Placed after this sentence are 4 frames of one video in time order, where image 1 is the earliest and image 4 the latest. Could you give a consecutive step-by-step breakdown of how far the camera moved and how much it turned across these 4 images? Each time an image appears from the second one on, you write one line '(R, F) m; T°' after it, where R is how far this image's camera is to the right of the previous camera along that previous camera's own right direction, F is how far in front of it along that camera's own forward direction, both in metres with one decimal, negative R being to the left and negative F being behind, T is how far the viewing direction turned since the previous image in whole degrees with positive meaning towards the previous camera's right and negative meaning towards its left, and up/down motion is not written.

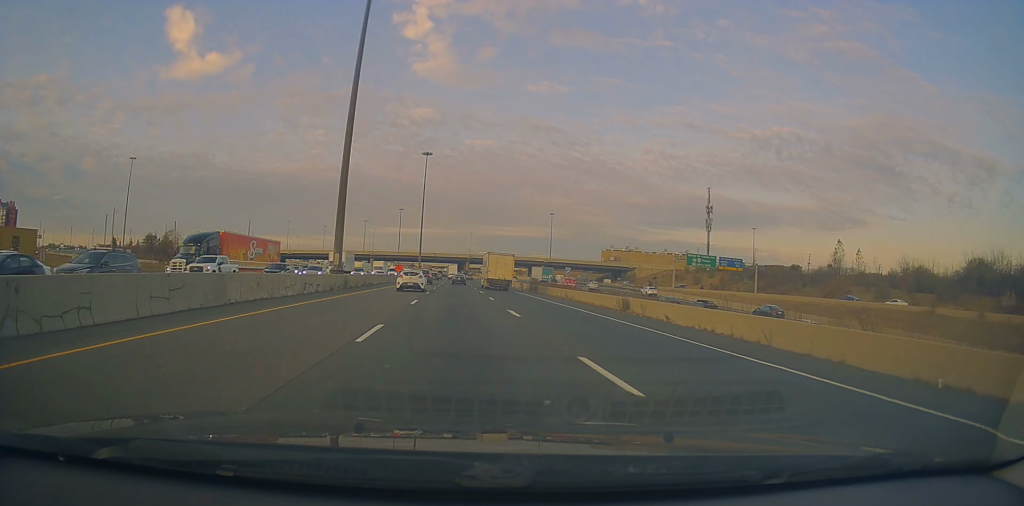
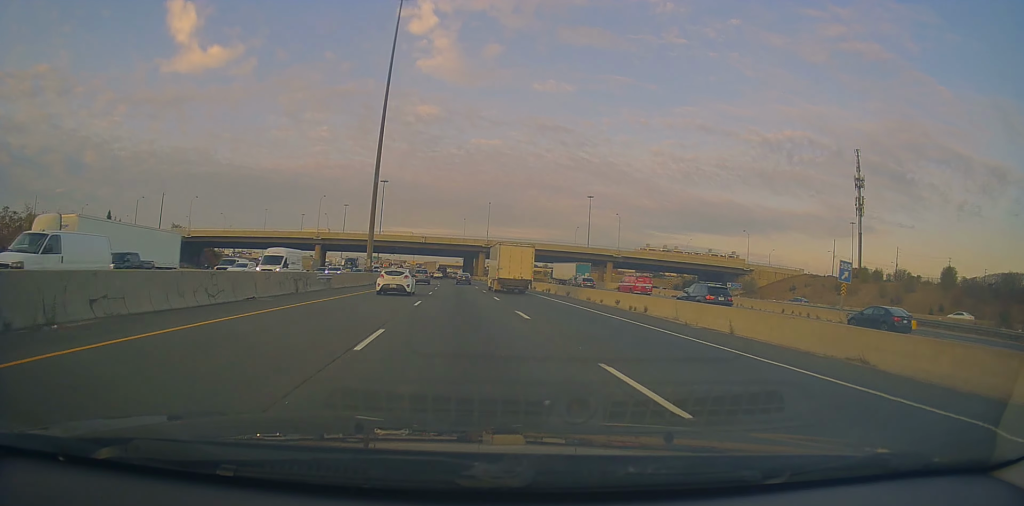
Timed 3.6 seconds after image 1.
(-0.6, +98.9) m; -1°
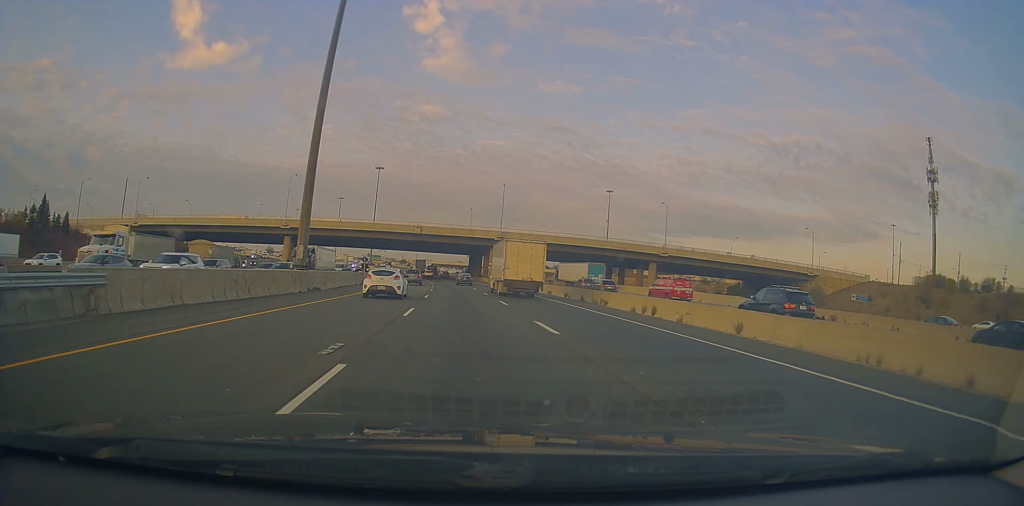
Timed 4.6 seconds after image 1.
(+0.1, +28.9) m; 0°
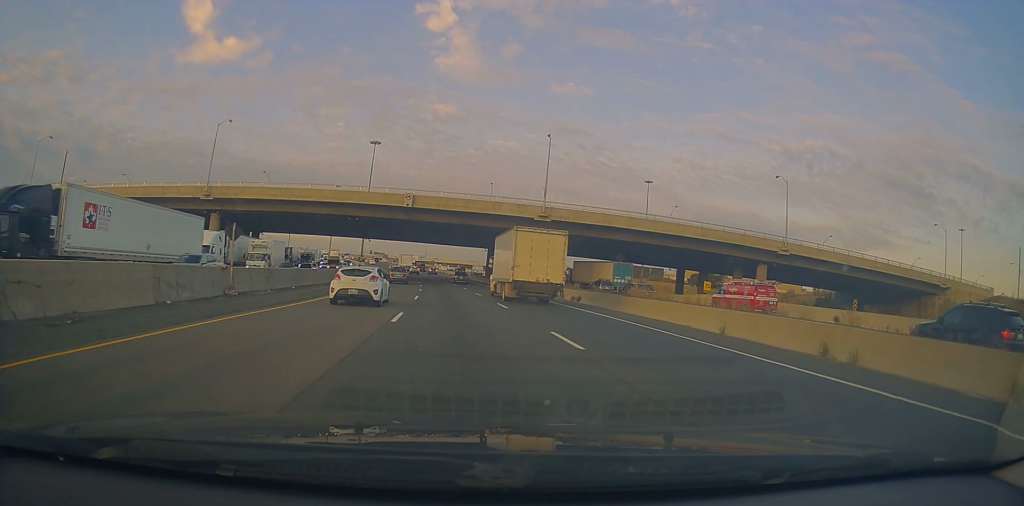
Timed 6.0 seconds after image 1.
(-0.6, +39.3) m; -3°
